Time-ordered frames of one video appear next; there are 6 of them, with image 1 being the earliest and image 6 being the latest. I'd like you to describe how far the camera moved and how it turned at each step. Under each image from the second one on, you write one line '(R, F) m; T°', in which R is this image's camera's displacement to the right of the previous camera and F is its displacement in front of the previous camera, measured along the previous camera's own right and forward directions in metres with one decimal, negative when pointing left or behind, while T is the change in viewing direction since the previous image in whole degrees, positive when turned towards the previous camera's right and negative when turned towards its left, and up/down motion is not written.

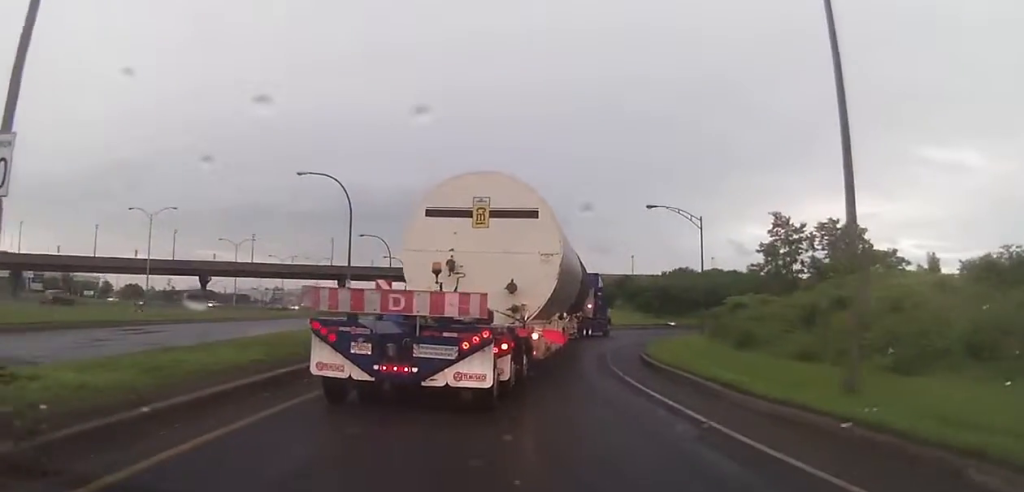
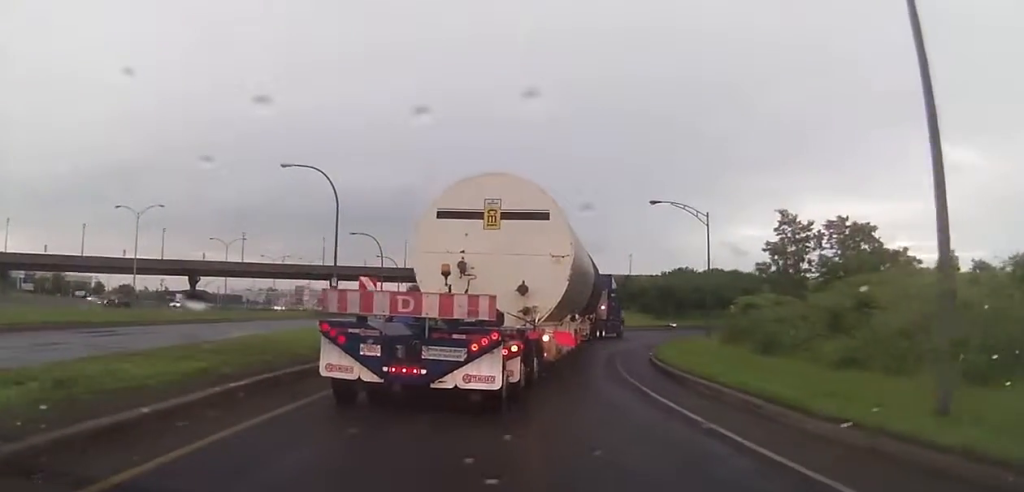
(+0.3, +2.4) m; 0°
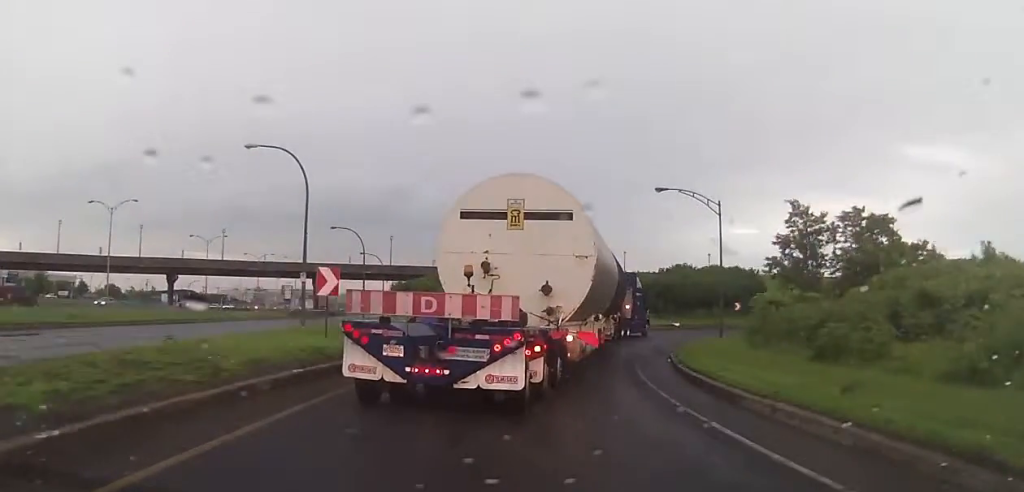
(-0.2, +4.3) m; 0°
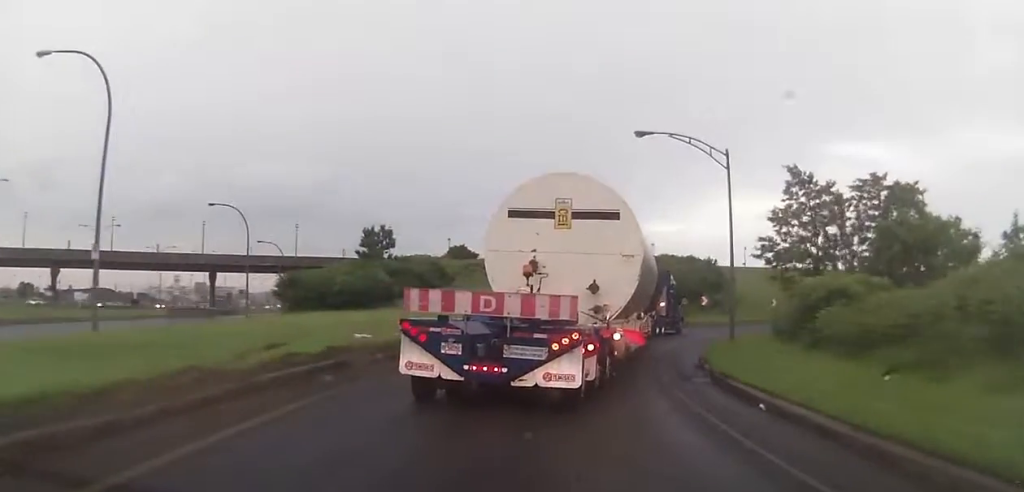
(+0.9, +13.0) m; +11°
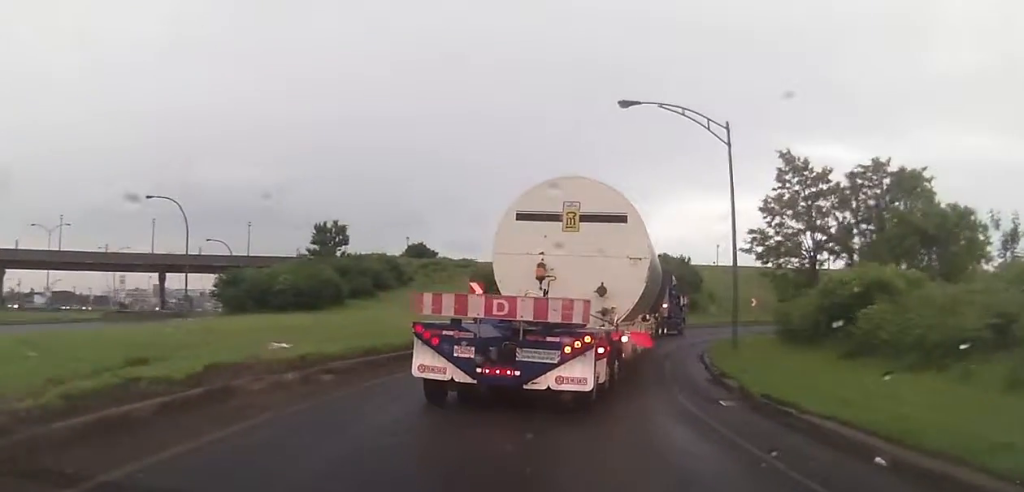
(+0.4, +4.8) m; +6°
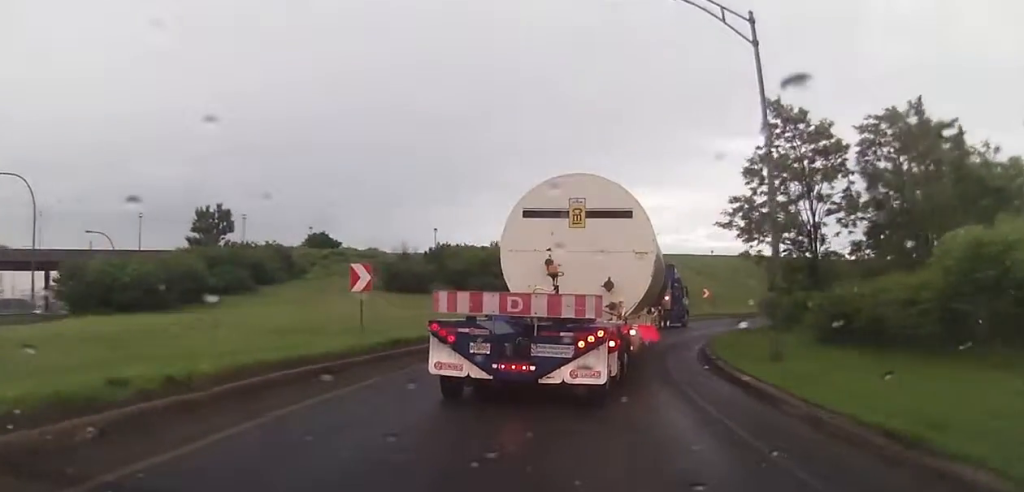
(+0.4, +9.7) m; +6°
